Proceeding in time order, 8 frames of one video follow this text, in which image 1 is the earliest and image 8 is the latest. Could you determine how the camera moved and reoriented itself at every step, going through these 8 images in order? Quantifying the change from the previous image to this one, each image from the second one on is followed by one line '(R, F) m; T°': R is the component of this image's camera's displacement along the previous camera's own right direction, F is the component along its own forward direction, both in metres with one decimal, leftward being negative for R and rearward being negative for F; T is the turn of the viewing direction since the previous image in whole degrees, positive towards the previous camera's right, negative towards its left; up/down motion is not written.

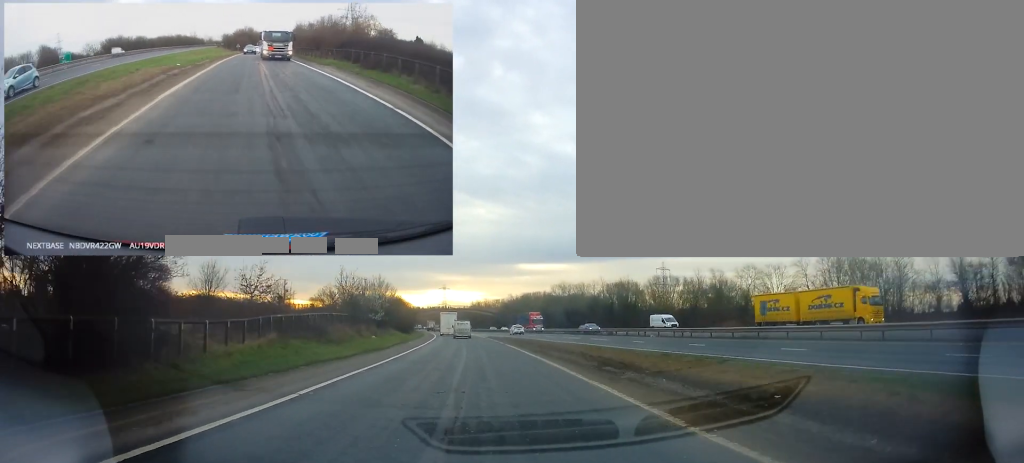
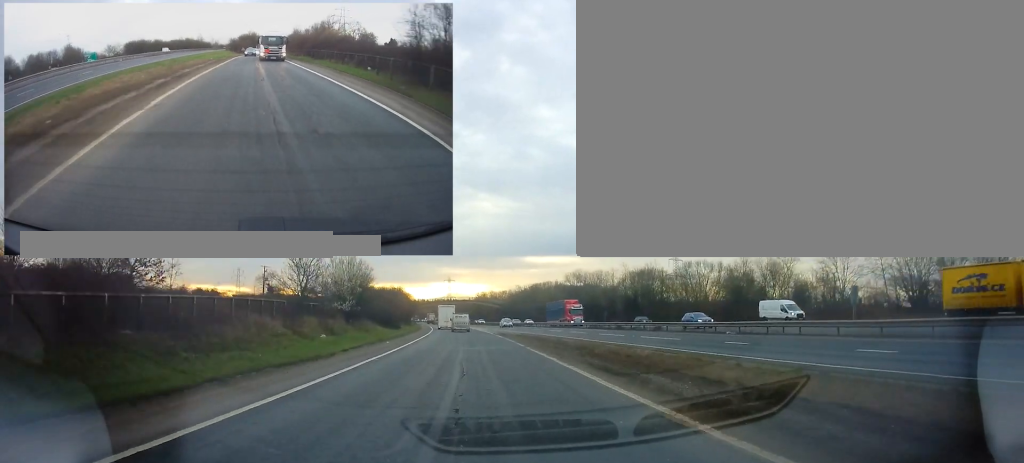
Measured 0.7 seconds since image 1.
(-0.2, +15.0) m; -1°
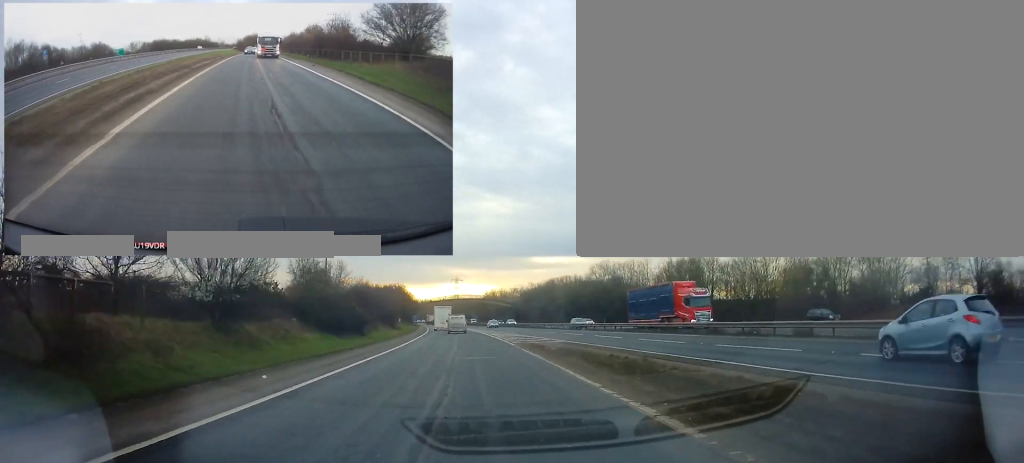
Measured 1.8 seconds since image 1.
(-0.4, +21.9) m; -1°
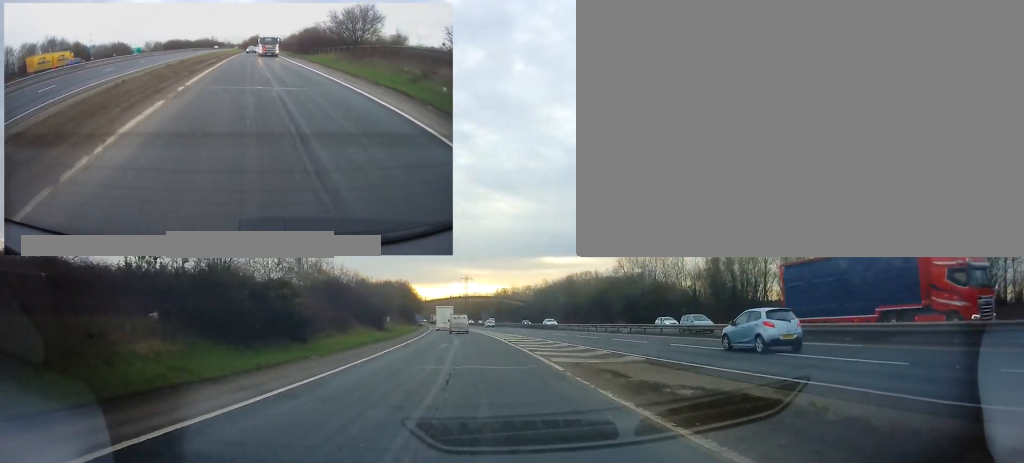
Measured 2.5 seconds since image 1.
(0.0, +15.1) m; 0°
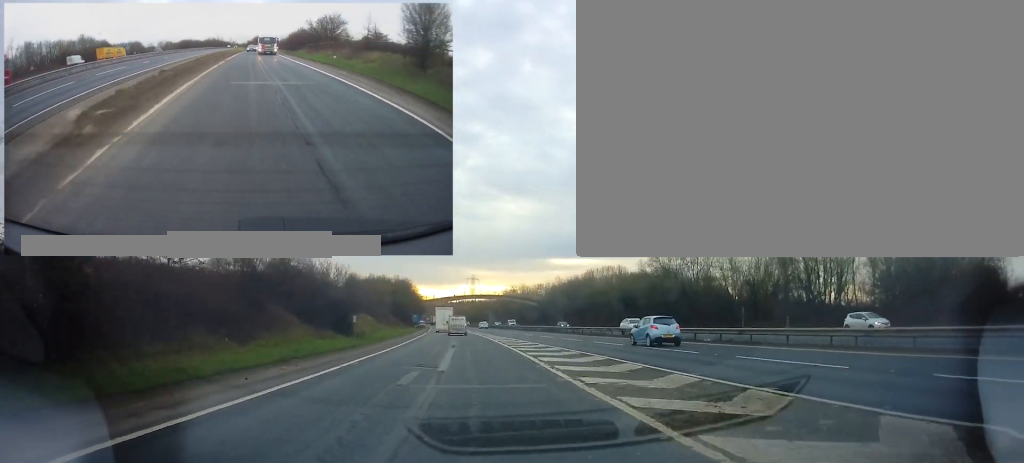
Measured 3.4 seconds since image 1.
(0.0, +17.0) m; 0°
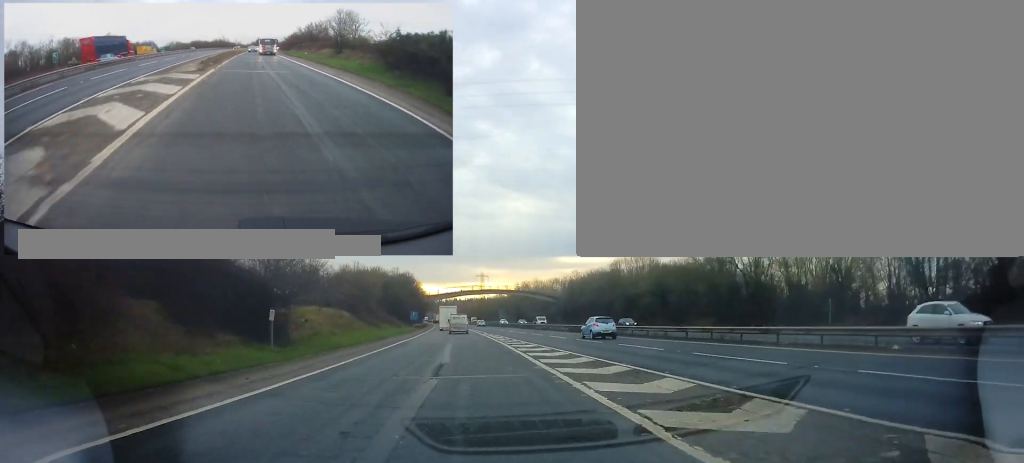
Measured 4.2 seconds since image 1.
(0.0, +16.1) m; -1°
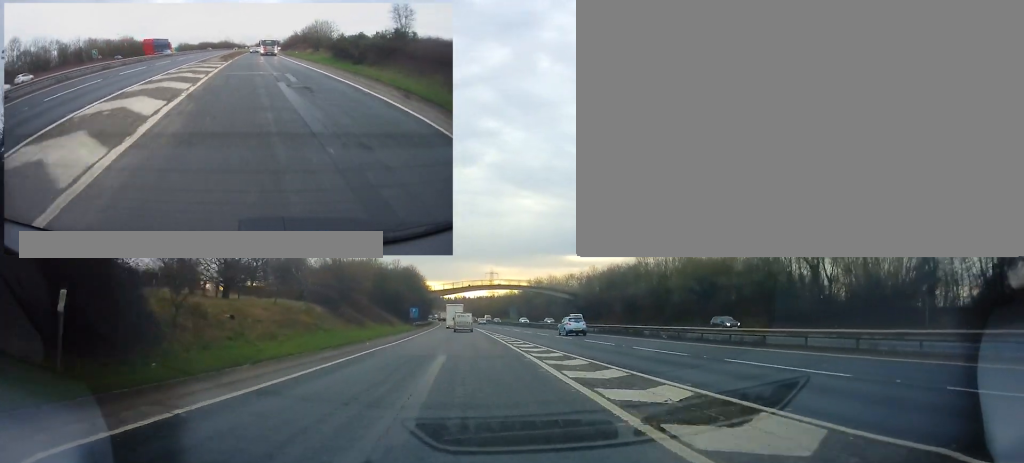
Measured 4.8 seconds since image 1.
(-0.1, +12.0) m; -2°
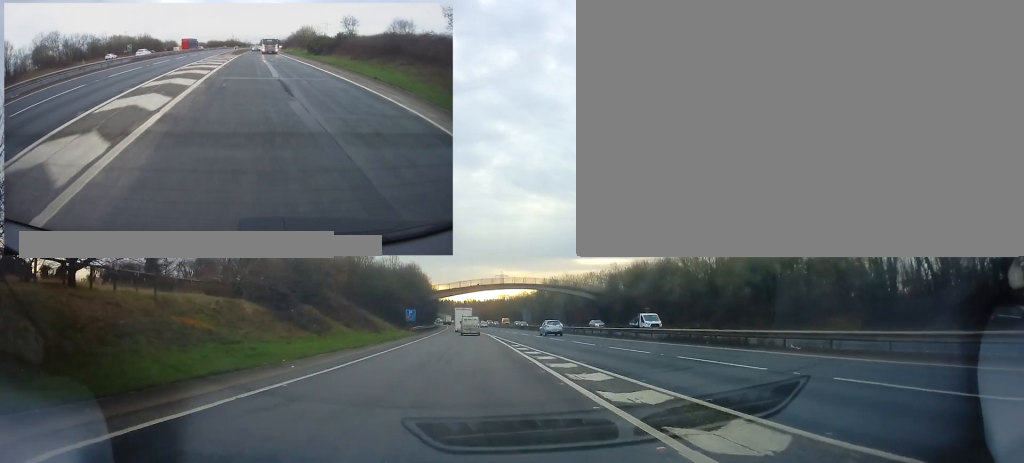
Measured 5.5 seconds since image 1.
(-0.3, +14.7) m; -1°
